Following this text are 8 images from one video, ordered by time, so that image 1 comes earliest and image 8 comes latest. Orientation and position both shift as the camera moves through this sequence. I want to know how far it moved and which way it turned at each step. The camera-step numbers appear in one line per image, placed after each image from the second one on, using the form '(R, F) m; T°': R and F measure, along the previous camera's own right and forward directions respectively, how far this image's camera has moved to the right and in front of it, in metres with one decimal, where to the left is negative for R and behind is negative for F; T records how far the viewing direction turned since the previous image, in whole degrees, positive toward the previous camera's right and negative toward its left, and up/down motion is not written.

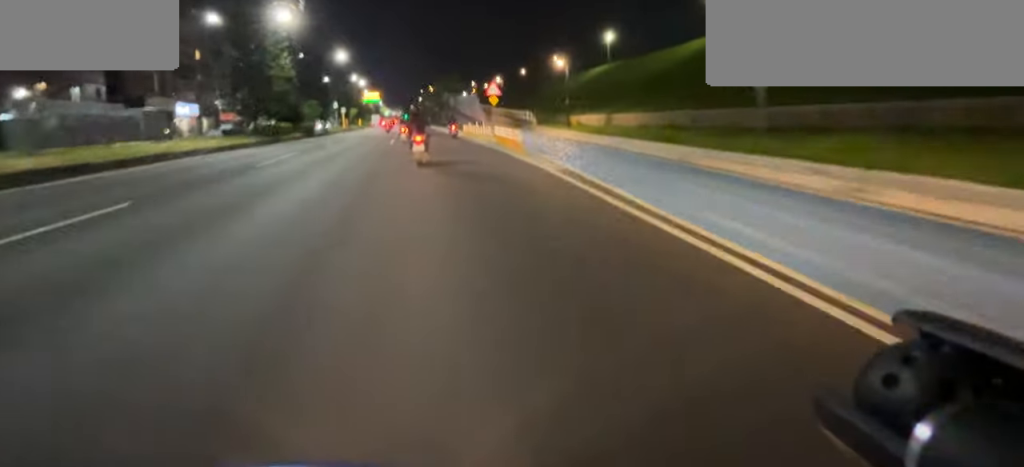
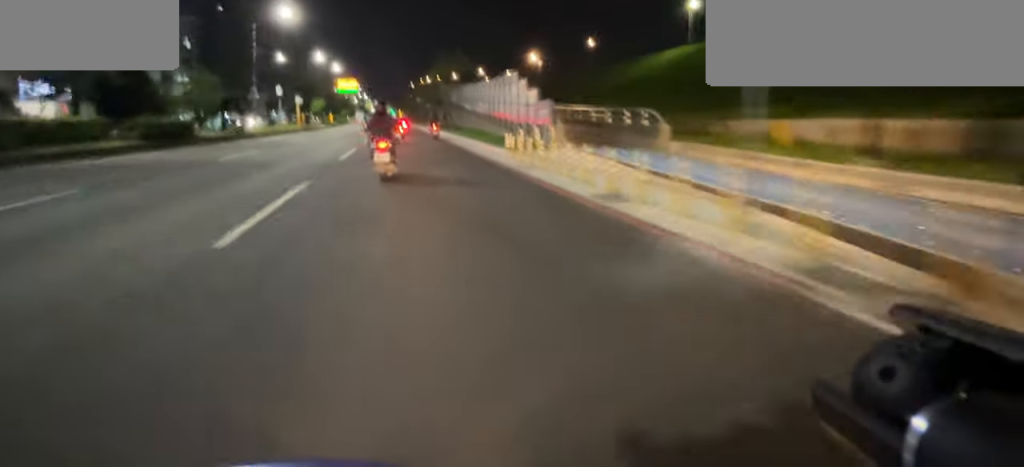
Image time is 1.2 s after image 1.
(0.0, +21.4) m; 0°
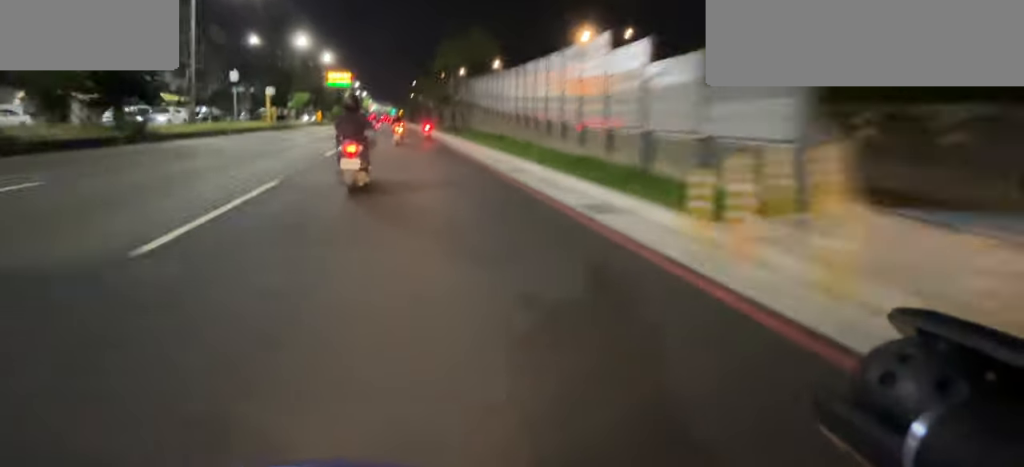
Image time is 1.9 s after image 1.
(0.0, +10.8) m; 0°
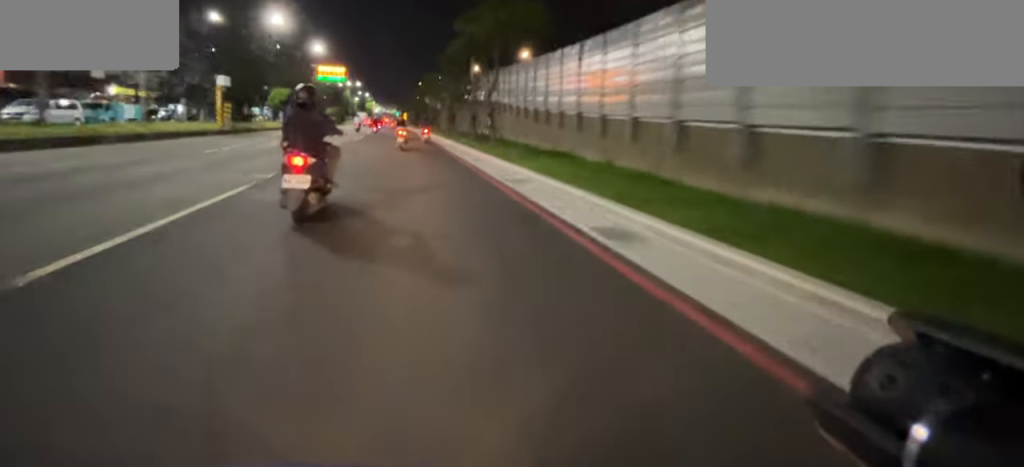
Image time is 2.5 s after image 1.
(0.0, +10.9) m; 0°
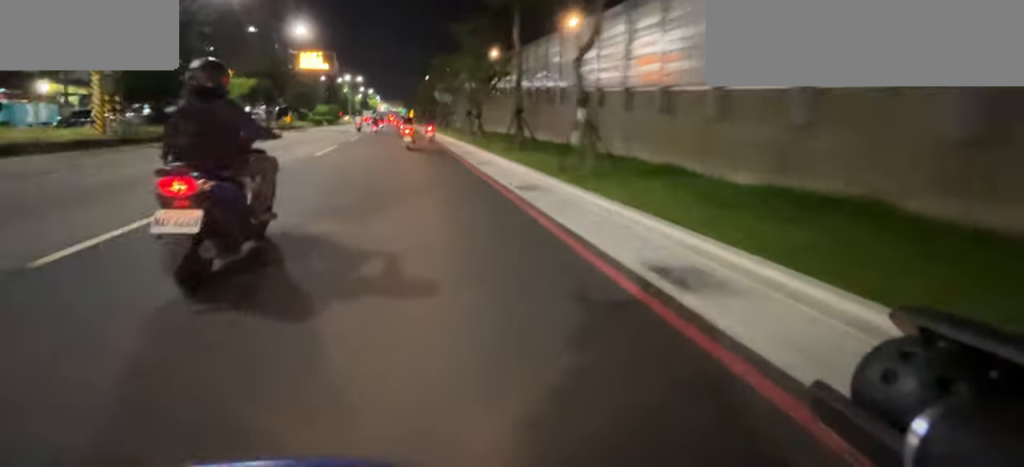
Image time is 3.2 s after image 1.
(-0.1, +10.6) m; -1°
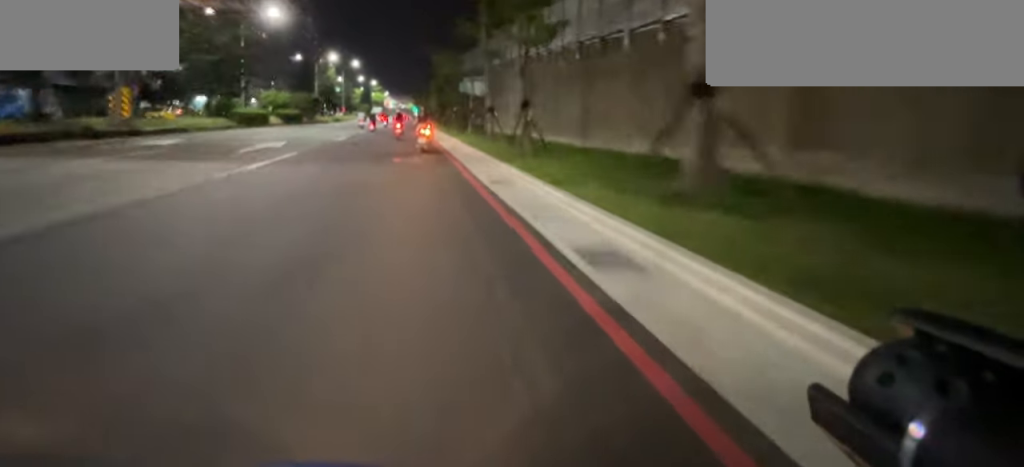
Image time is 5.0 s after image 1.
(-0.5, +23.6) m; -2°
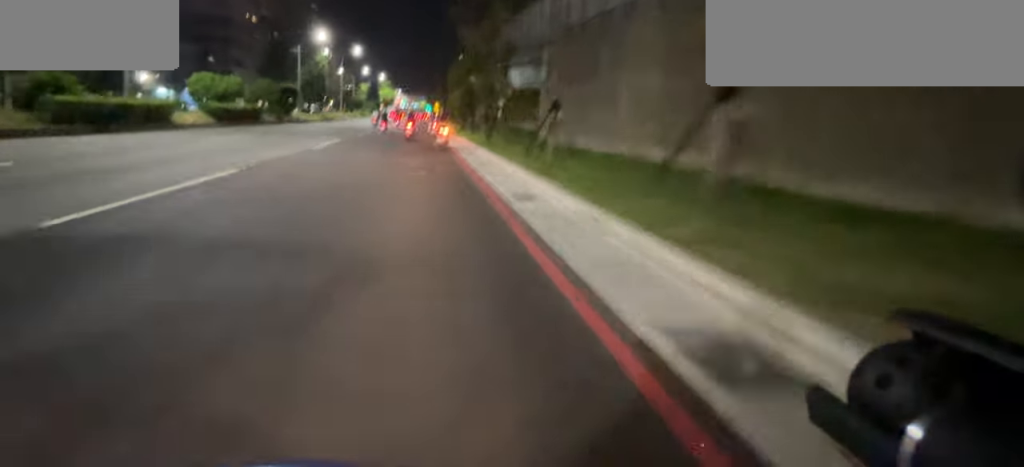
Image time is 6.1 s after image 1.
(0.0, +14.0) m; 0°
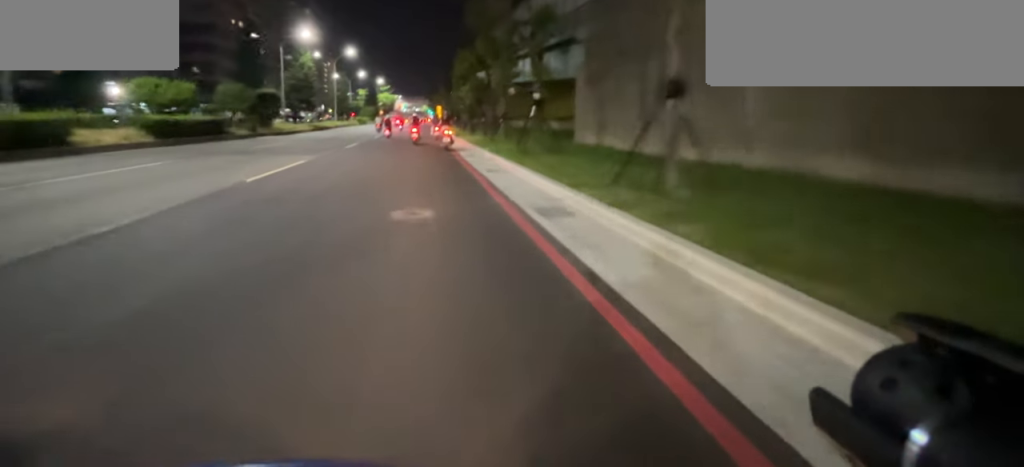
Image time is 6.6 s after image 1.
(0.0, +5.4) m; 0°
